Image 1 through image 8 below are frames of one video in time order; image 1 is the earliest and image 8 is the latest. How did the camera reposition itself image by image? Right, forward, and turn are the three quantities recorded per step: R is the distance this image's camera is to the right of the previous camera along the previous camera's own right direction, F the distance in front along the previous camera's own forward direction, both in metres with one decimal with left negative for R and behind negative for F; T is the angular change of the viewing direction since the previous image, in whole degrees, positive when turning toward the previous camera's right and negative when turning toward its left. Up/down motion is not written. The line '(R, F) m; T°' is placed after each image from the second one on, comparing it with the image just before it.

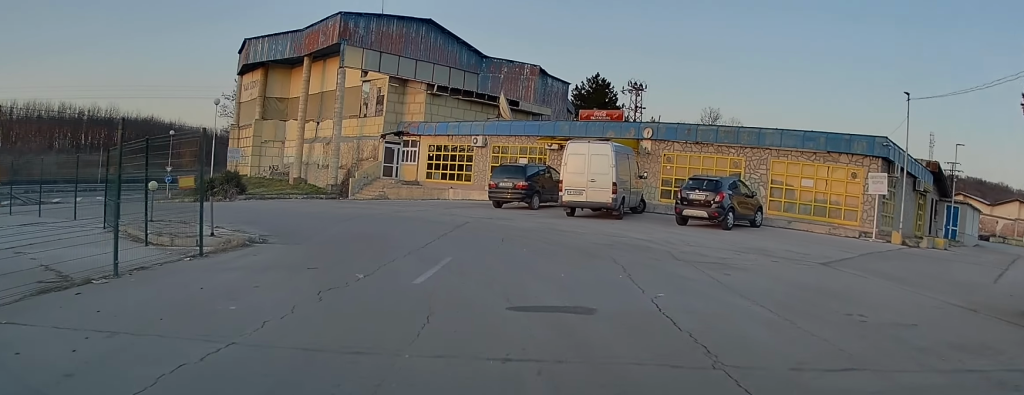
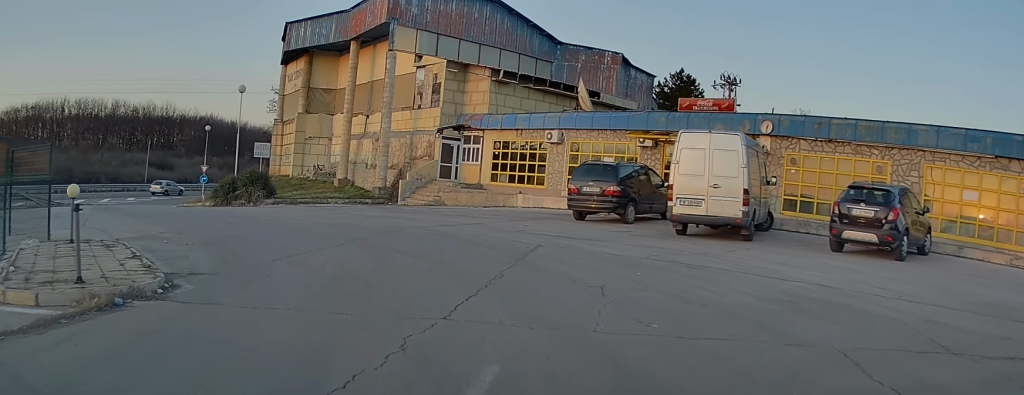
(-0.5, +6.4) m; -10°
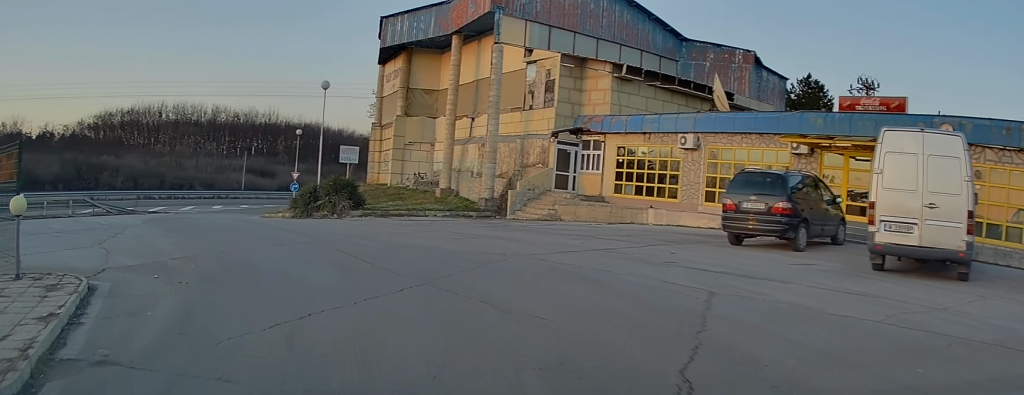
(-0.3, +4.4) m; -9°
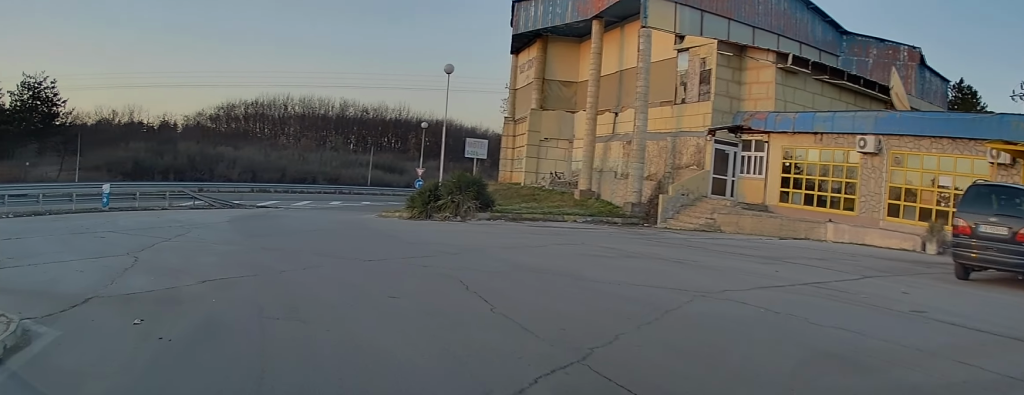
(-0.1, +3.7) m; -9°
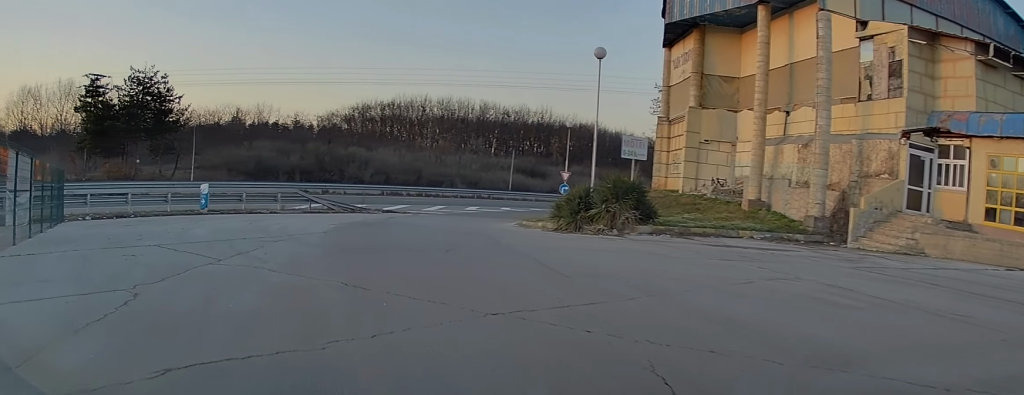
(-0.5, +4.0) m; -10°
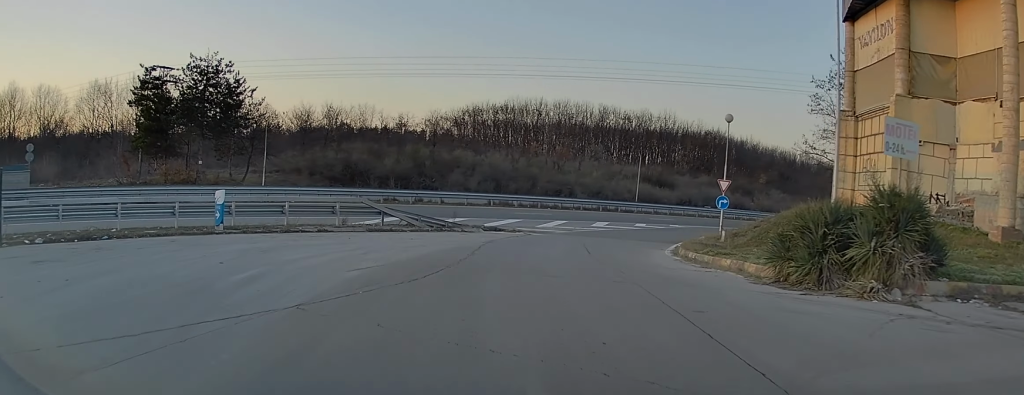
(-0.8, +9.7) m; -6°
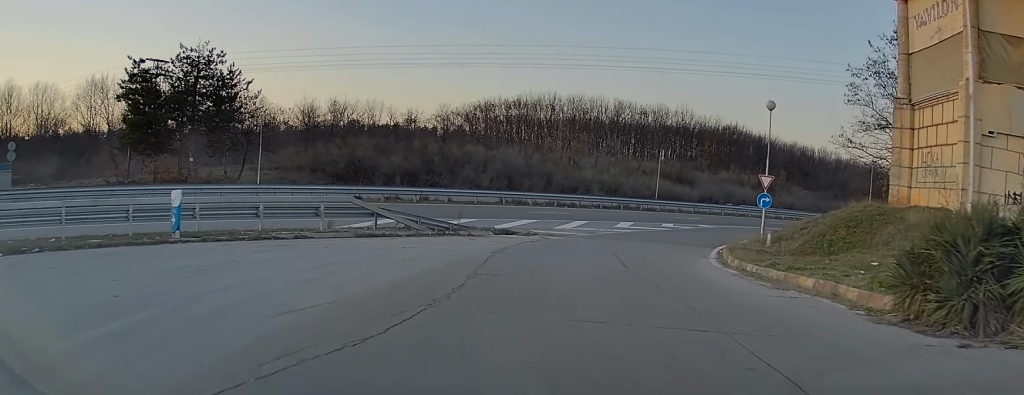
(0.0, +3.9) m; 0°
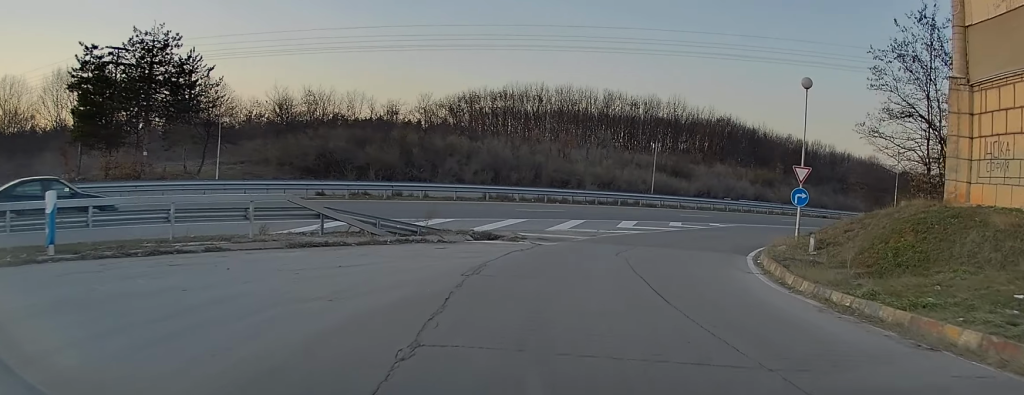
(-0.2, +5.2) m; +3°
